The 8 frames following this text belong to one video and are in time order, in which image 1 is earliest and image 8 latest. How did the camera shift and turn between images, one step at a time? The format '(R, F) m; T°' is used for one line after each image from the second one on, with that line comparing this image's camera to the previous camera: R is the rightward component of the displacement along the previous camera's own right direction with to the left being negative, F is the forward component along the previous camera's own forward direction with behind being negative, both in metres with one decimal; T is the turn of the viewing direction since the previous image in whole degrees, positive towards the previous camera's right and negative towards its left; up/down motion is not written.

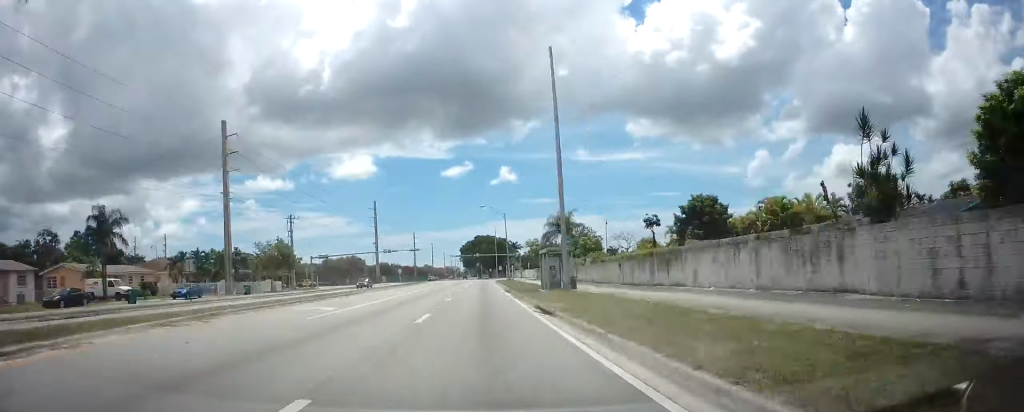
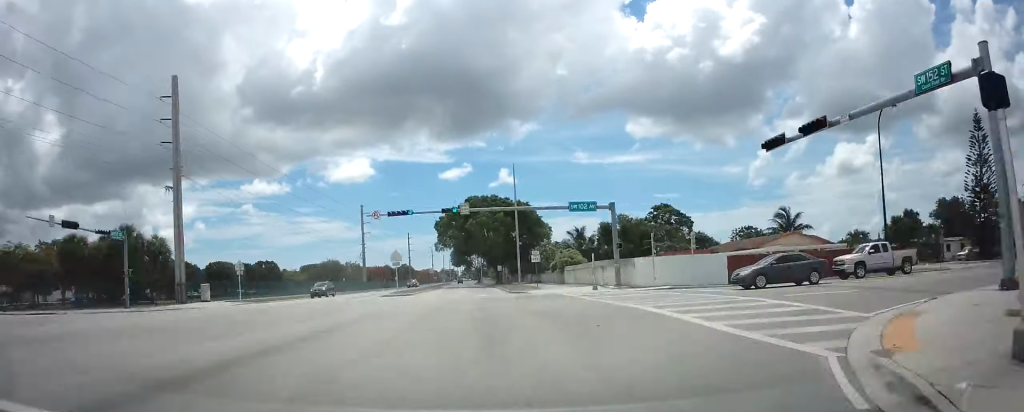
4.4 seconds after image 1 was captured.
(-0.2, +95.1) m; 0°
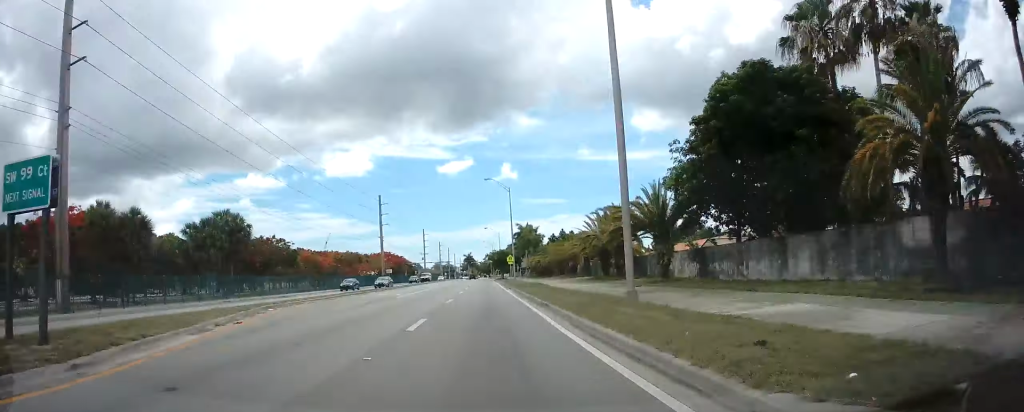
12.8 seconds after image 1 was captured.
(-0.4, +184.1) m; 0°
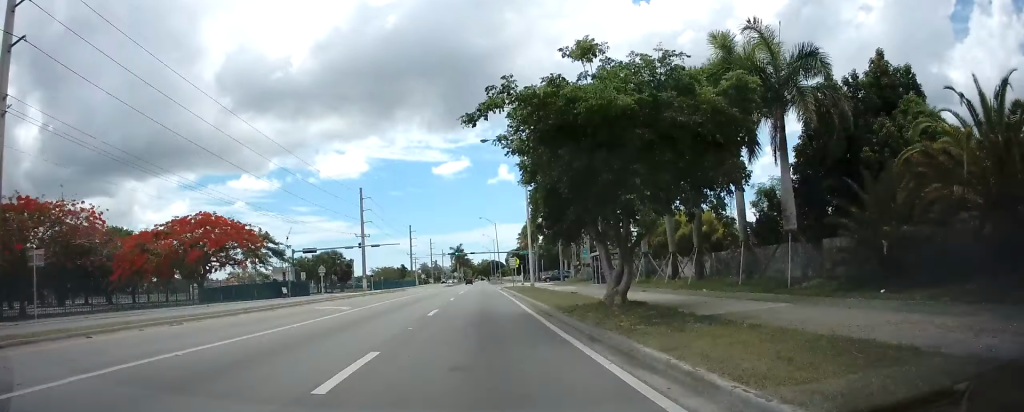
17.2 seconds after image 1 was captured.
(+0.5, +100.6) m; 0°
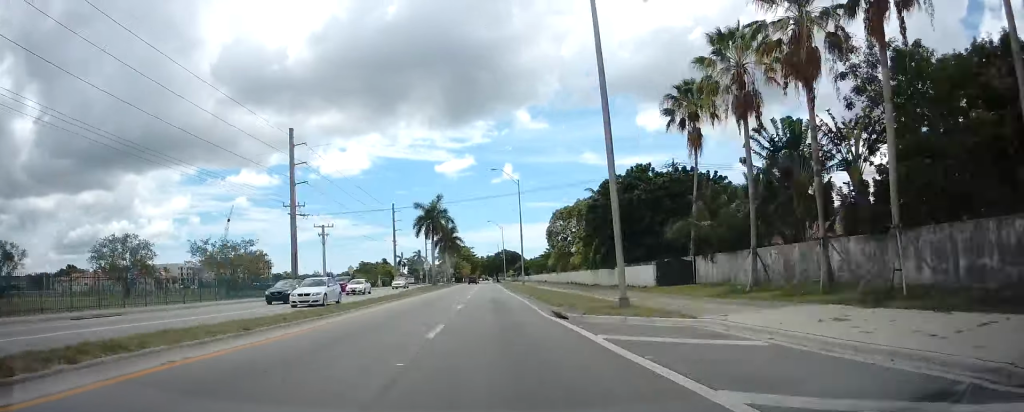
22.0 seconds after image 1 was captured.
(+0.1, +110.5) m; 0°
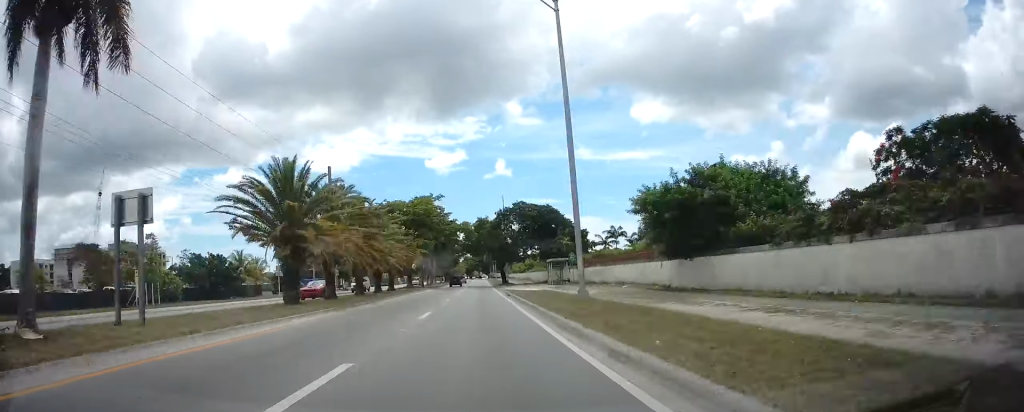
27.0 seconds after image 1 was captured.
(+0.4, +114.3) m; 0°
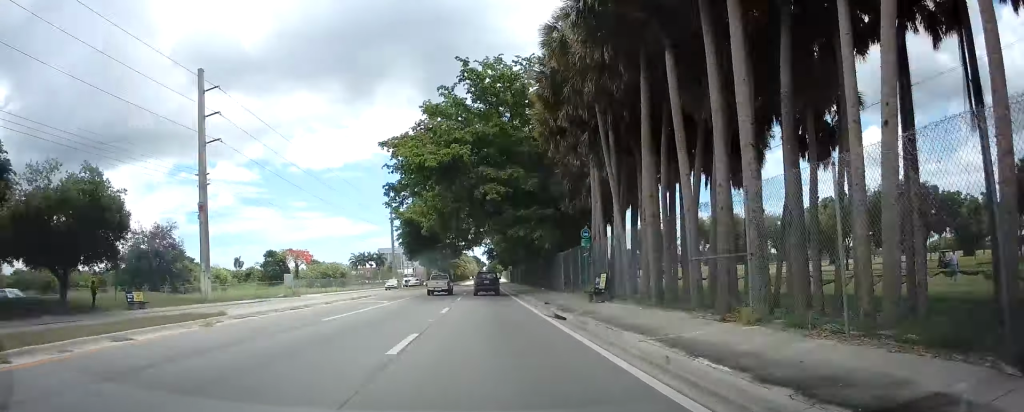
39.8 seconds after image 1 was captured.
(-0.2, +278.2) m; 0°
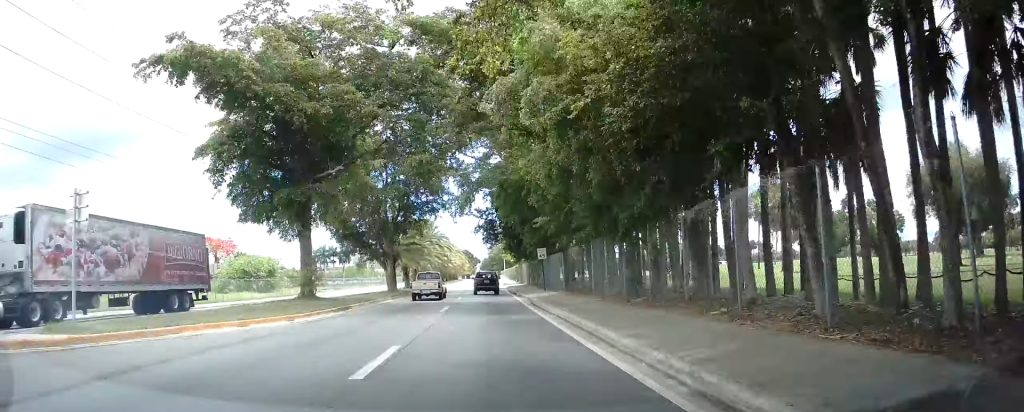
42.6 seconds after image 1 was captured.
(+0.2, +58.8) m; 0°
